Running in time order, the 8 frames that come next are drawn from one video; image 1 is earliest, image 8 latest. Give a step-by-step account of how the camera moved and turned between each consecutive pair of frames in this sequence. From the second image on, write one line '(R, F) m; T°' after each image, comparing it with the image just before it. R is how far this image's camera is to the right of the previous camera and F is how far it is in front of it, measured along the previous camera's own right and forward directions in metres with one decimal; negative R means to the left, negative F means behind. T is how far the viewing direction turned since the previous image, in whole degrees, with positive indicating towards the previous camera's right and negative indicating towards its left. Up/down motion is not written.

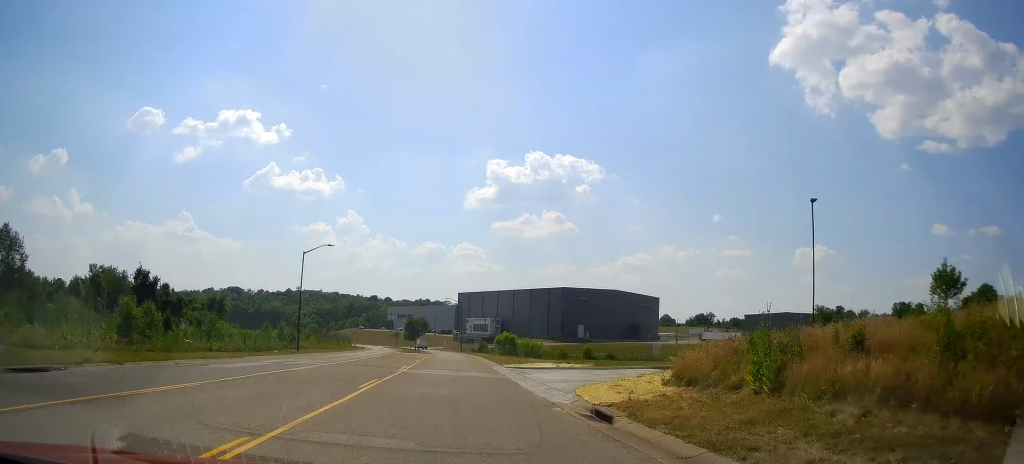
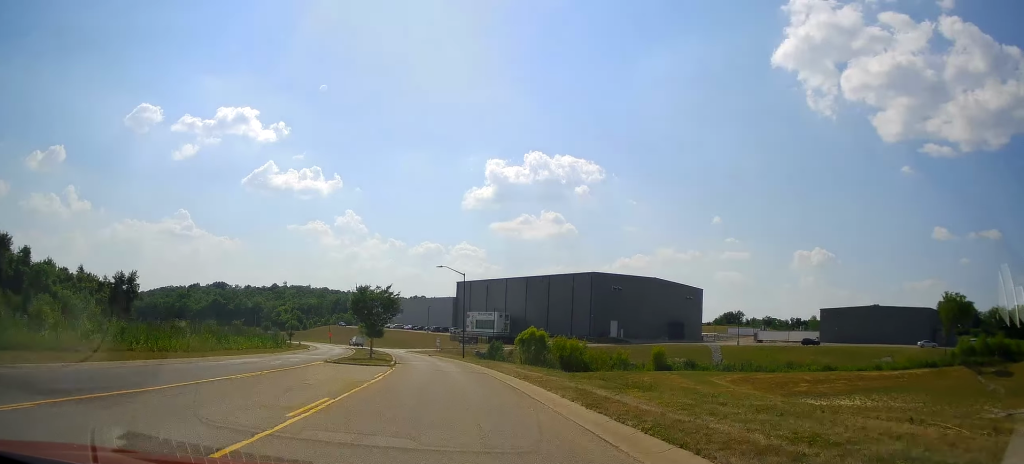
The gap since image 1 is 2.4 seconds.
(-1.9, +47.8) m; -3°
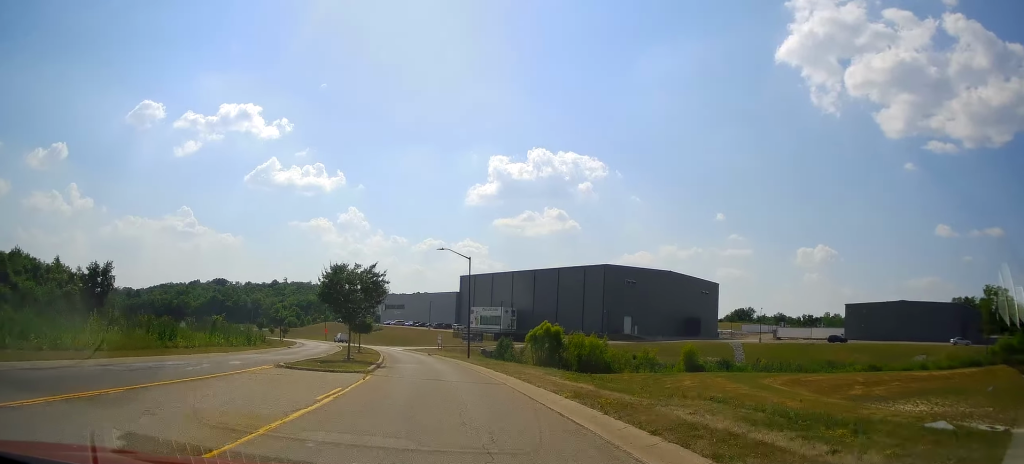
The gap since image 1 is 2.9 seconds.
(0.0, +10.4) m; 0°
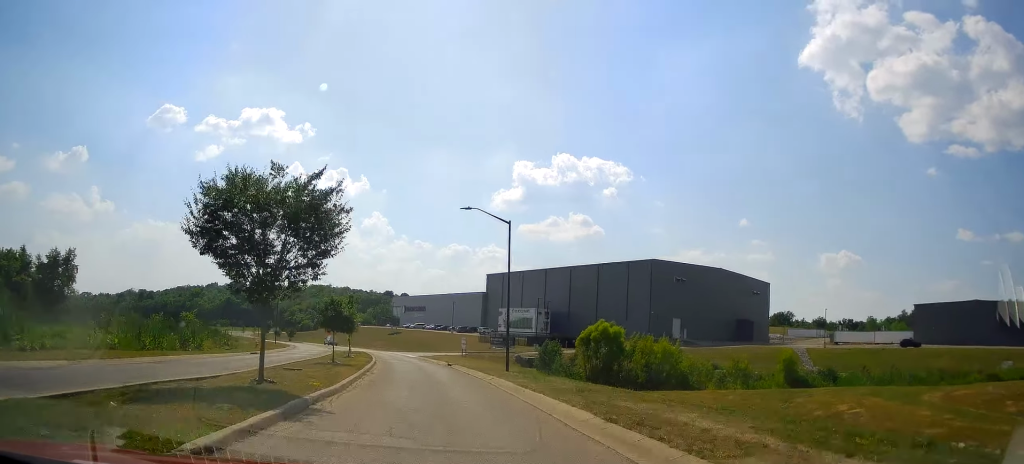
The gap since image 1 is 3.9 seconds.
(0.0, +19.4) m; -5°
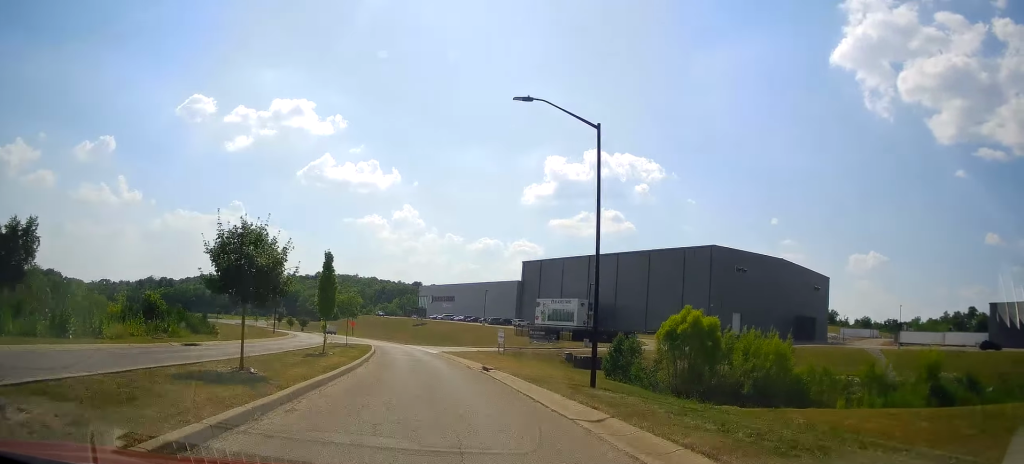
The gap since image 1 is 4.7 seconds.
(-1.3, +18.0) m; -14°
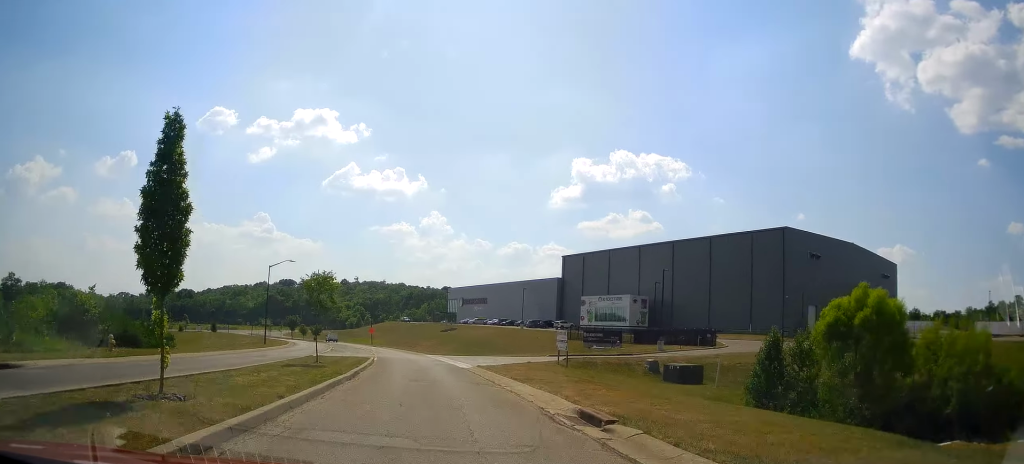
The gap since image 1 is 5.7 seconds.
(-3.8, +20.9) m; -6°
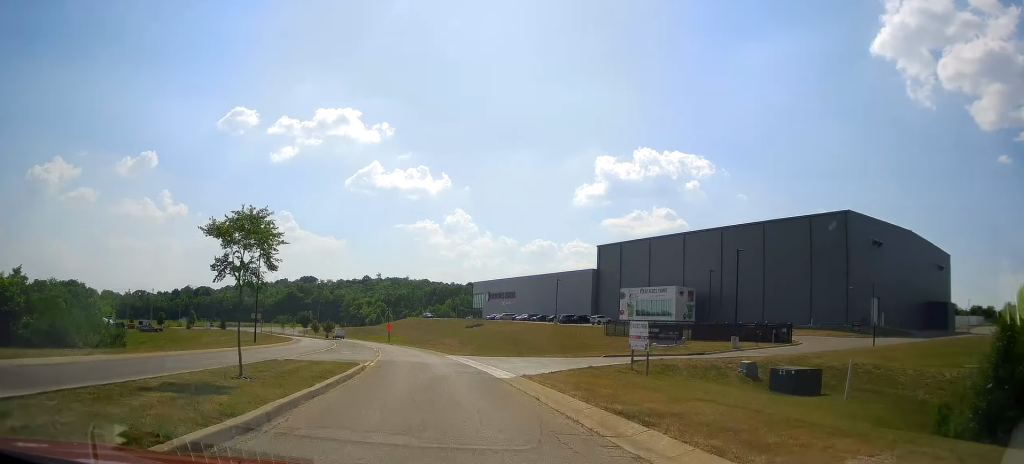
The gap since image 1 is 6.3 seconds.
(-0.8, +15.1) m; +4°
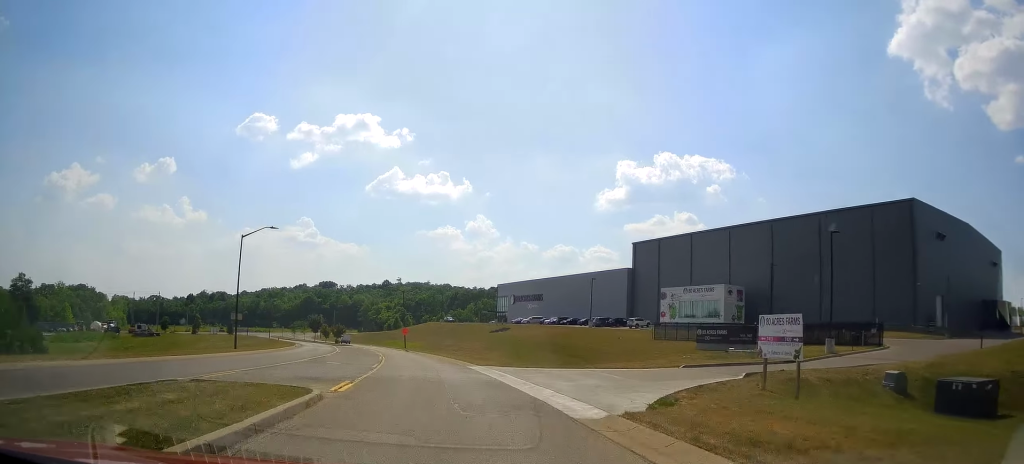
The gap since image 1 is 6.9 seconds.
(+2.7, +14.4) m; +8°
